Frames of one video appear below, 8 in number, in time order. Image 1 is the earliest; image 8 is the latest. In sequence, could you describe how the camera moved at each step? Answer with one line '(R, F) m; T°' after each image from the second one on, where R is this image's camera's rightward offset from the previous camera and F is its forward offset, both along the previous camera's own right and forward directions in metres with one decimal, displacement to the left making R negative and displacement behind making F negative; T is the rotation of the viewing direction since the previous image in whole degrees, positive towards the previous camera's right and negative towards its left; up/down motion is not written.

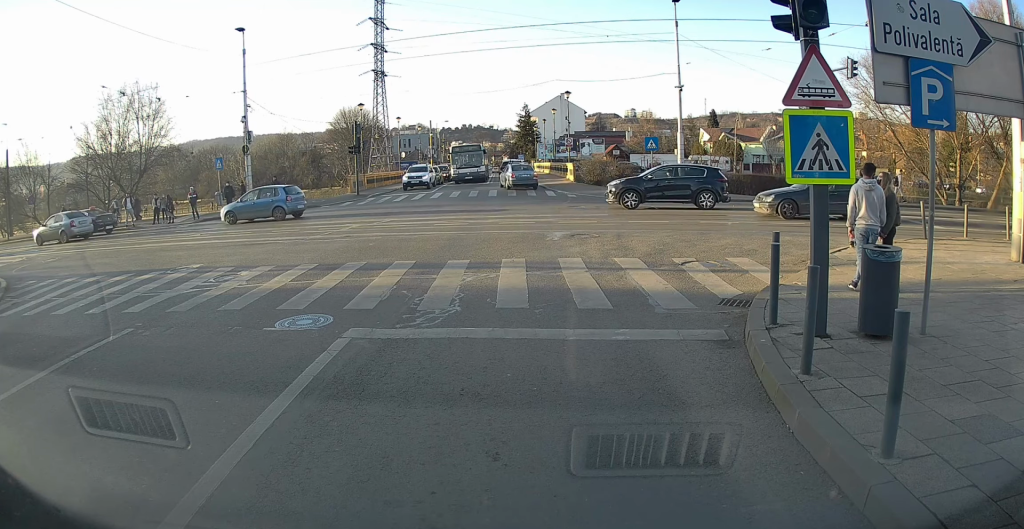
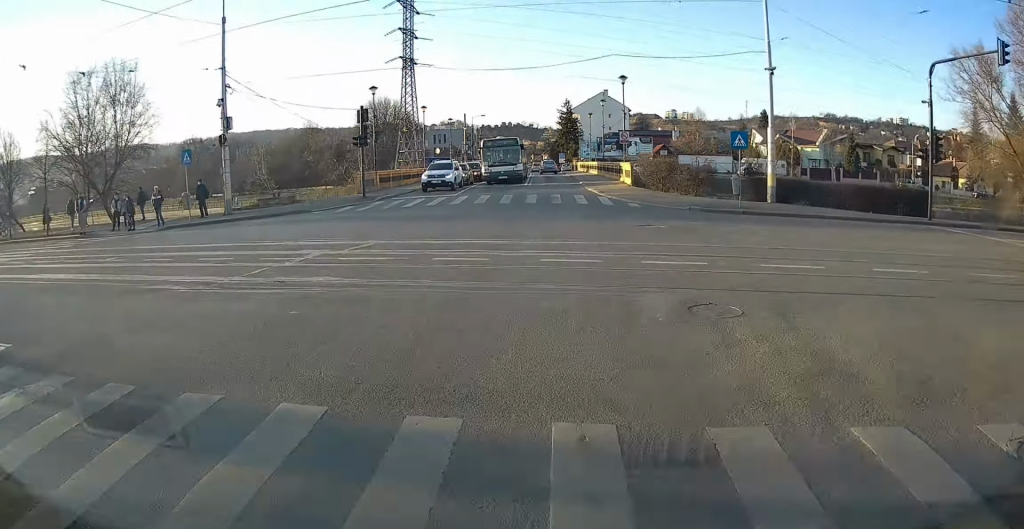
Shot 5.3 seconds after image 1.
(0.0, +8.1) m; -21°
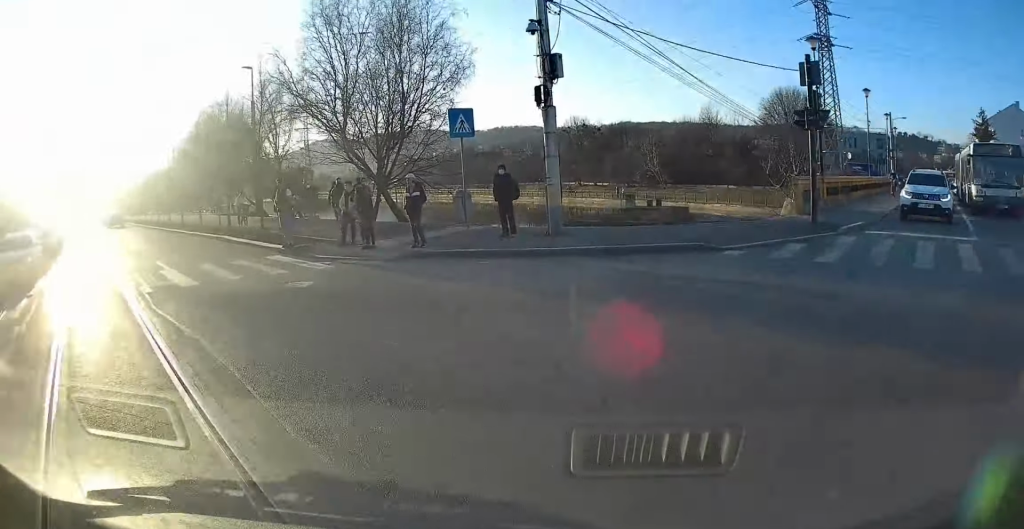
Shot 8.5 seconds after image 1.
(-2.7, +11.6) m; -20°
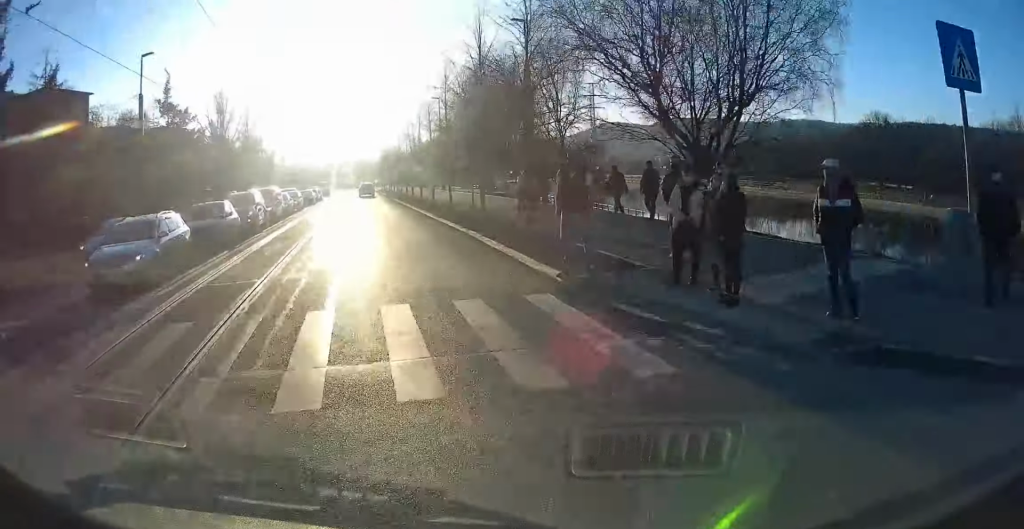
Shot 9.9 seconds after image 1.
(-0.6, +7.4) m; -5°
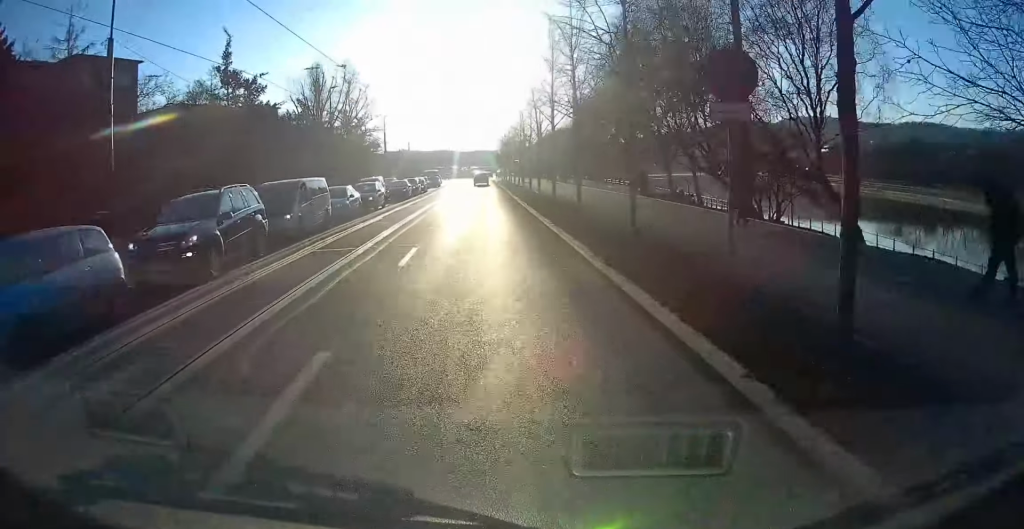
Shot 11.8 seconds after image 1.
(-0.3, +10.8) m; -5°
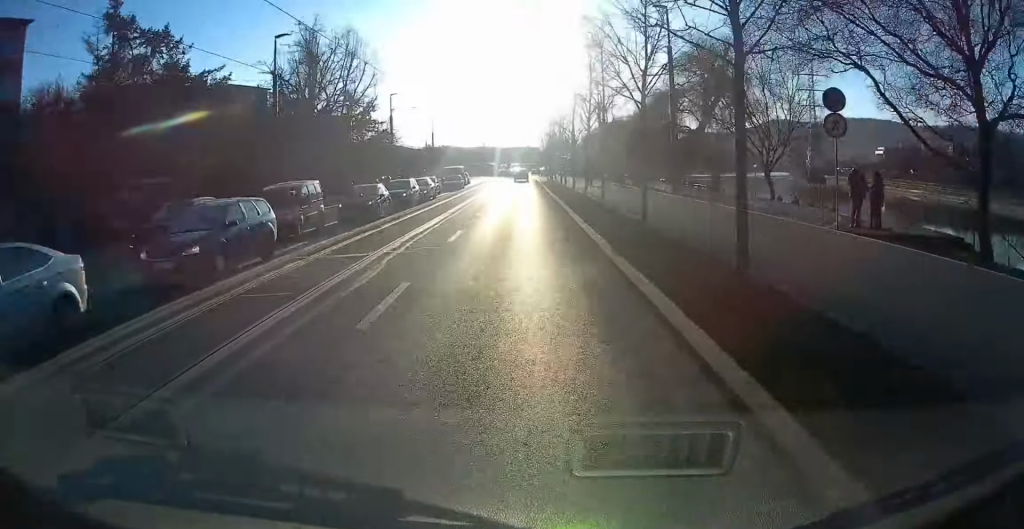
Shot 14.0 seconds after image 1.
(-1.0, +16.6) m; -3°
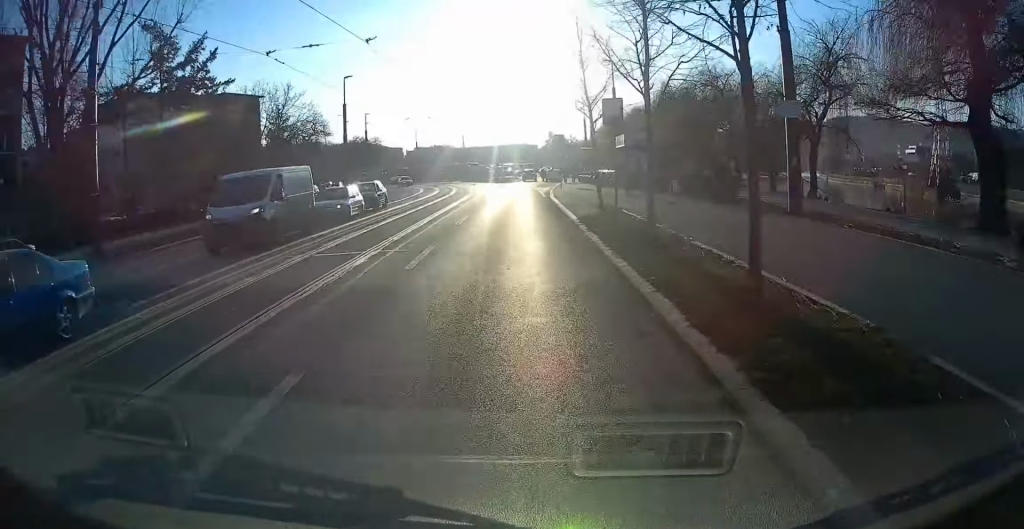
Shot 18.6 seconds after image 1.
(-0.7, +35.3) m; -2°
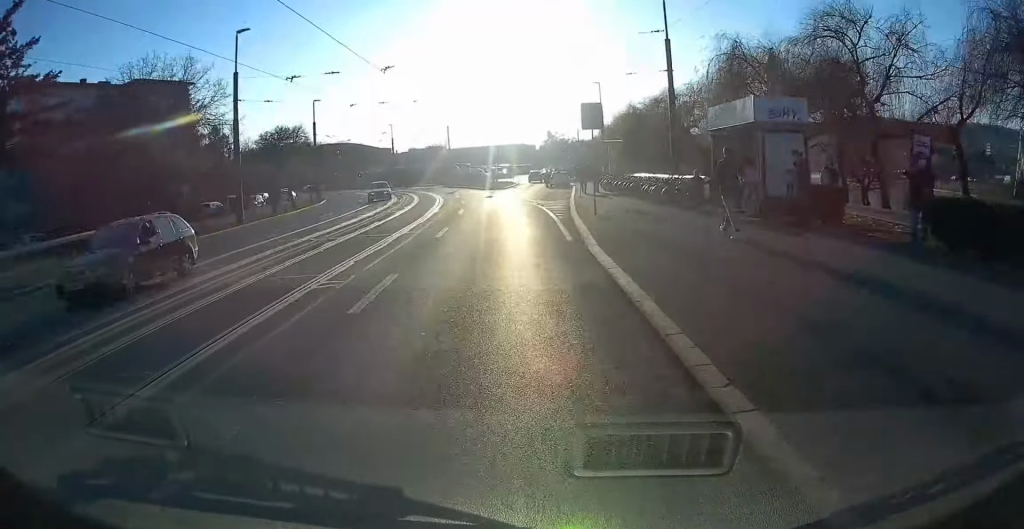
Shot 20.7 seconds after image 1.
(-0.3, +15.9) m; 0°
